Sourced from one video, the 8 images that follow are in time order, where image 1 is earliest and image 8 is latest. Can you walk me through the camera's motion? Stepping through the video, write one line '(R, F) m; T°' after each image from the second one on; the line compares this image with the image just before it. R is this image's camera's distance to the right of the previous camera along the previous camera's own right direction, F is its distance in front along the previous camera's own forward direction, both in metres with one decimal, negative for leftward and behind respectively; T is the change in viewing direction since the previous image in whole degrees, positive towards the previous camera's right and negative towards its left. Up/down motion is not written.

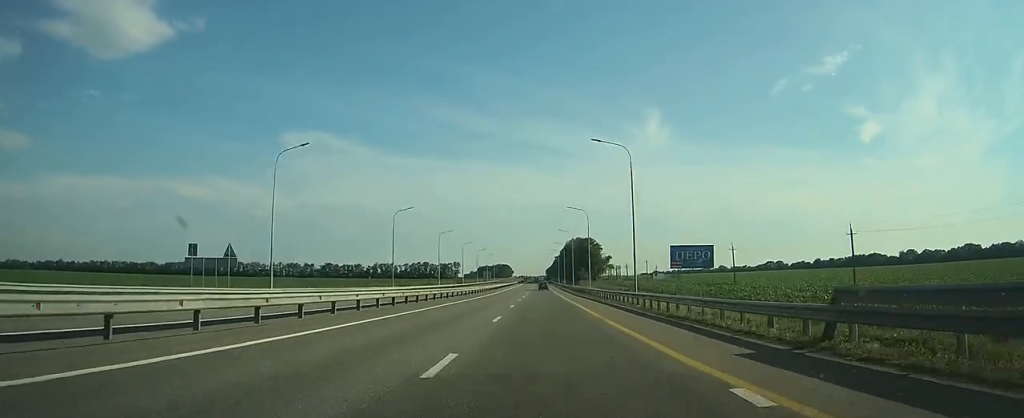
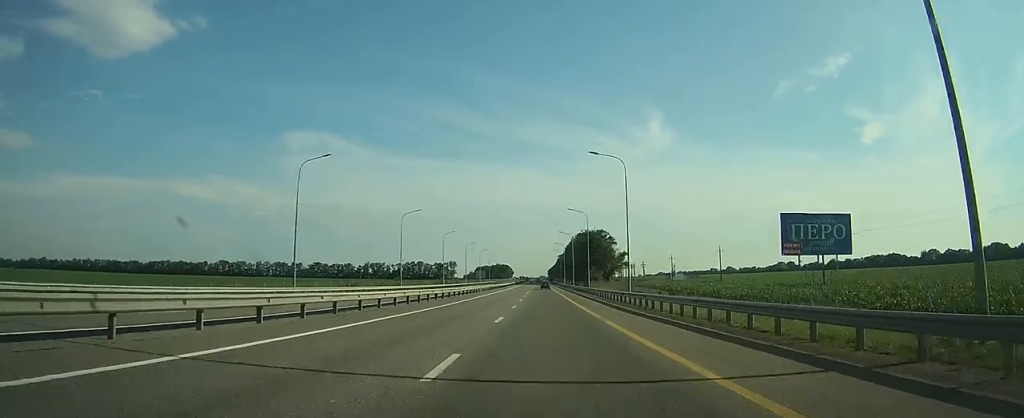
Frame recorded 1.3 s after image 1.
(0.0, +36.3) m; 0°
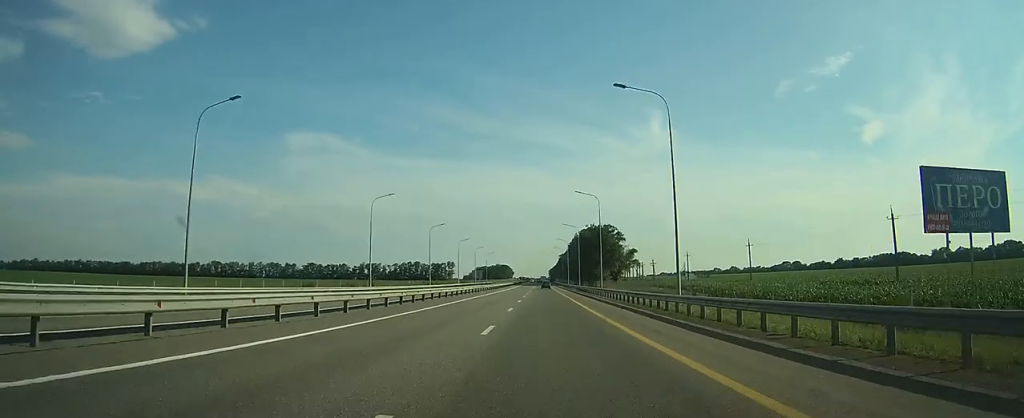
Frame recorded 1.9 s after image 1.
(-0.1, +17.1) m; 0°
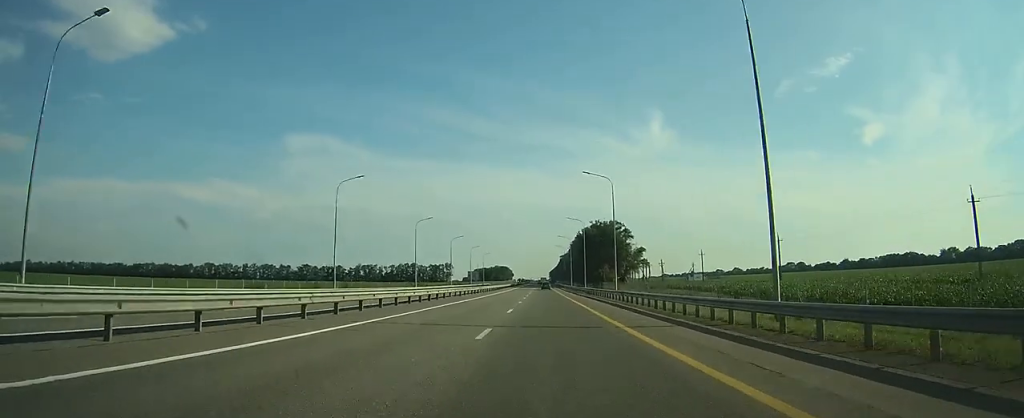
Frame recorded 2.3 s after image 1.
(0.0, +13.2) m; 0°
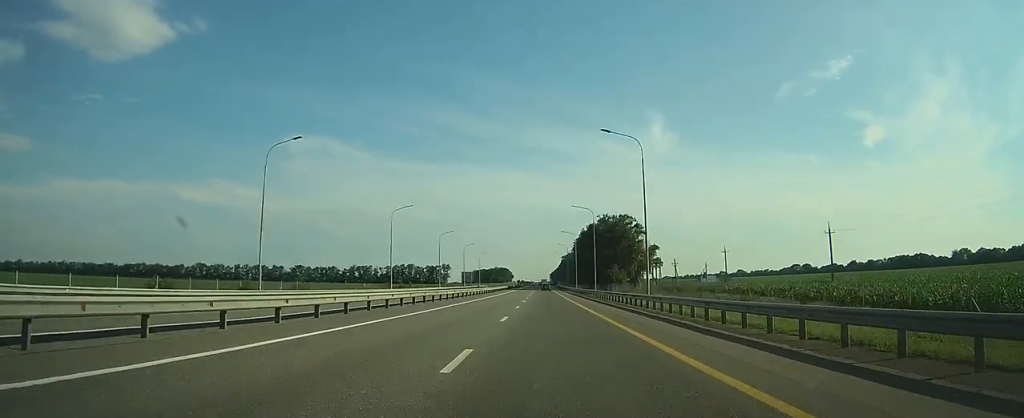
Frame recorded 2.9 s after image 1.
(-0.1, +17.0) m; 0°
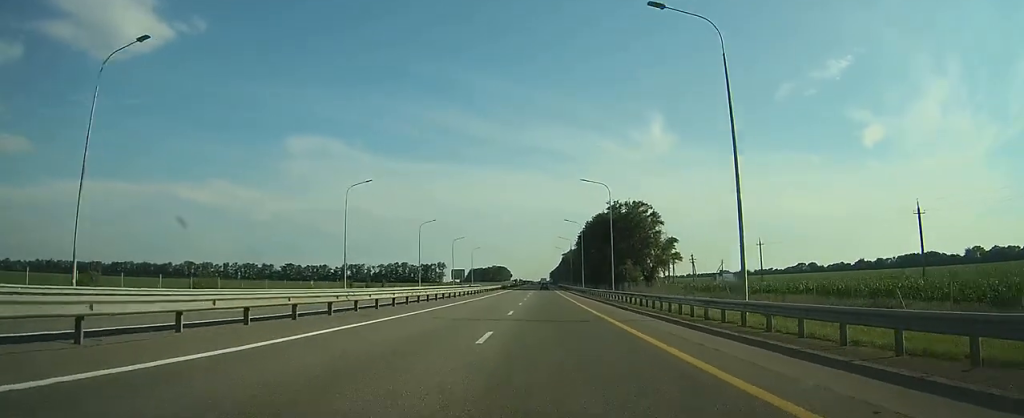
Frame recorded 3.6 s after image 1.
(0.0, +19.9) m; 0°
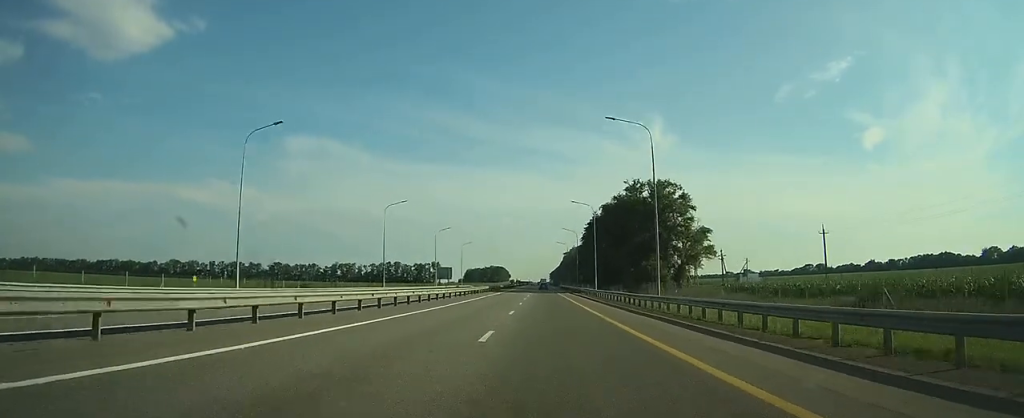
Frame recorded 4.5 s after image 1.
(0.0, +23.6) m; 0°
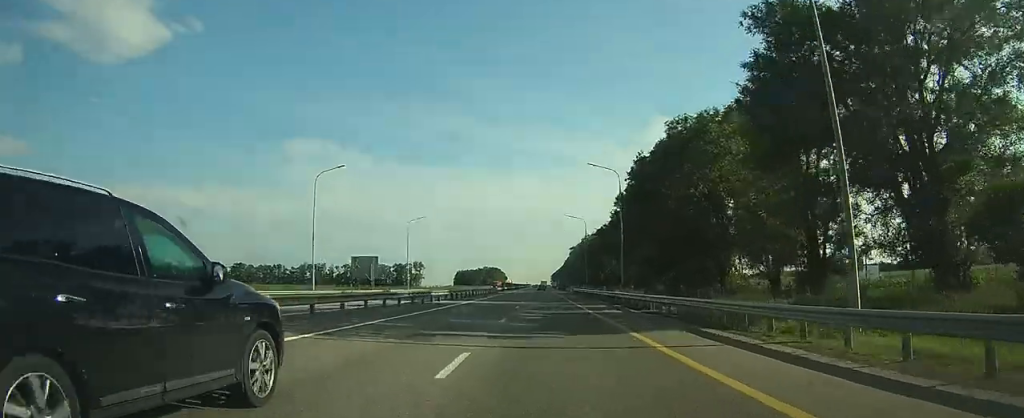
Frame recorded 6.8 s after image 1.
(+0.2, +65.1) m; 0°
